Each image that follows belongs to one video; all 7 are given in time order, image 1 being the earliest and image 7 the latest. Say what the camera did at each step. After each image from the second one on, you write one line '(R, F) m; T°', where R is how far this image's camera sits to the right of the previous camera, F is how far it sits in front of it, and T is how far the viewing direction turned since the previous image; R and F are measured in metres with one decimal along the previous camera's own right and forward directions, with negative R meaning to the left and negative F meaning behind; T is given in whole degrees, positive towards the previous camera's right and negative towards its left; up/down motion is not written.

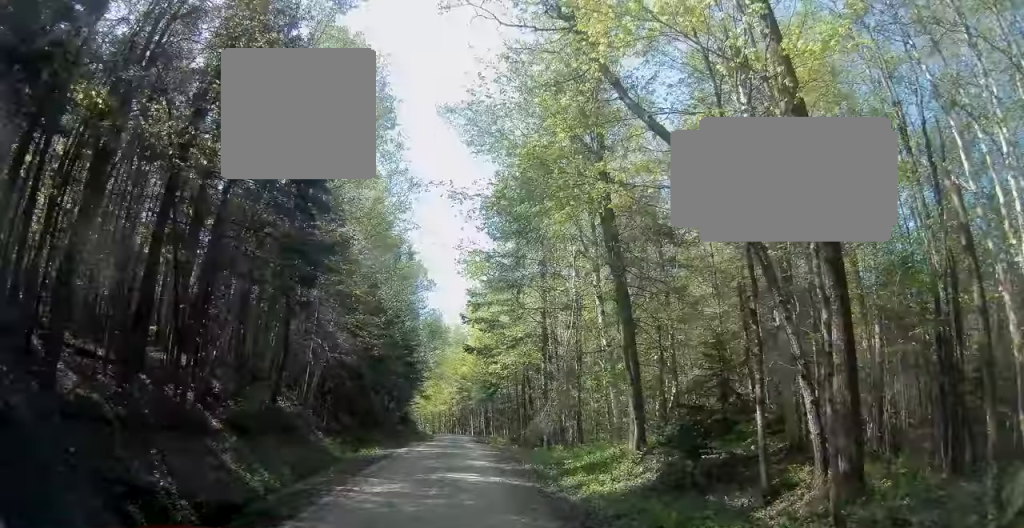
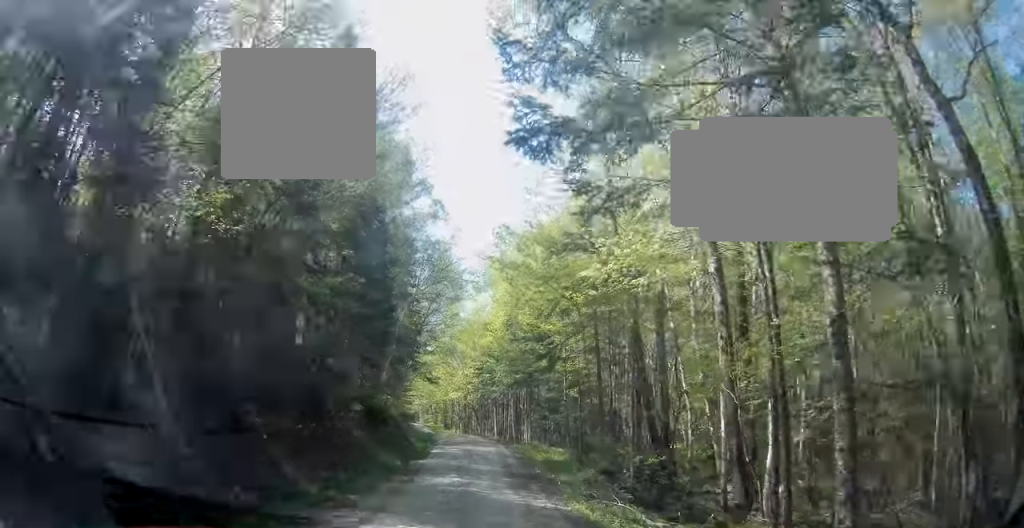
(-0.5, +22.0) m; -1°
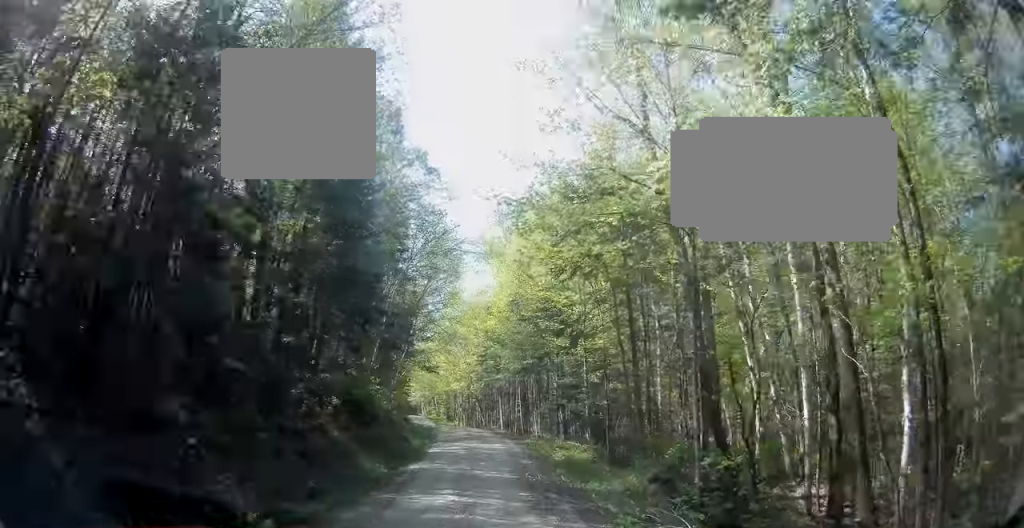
(0.0, +4.3) m; 0°
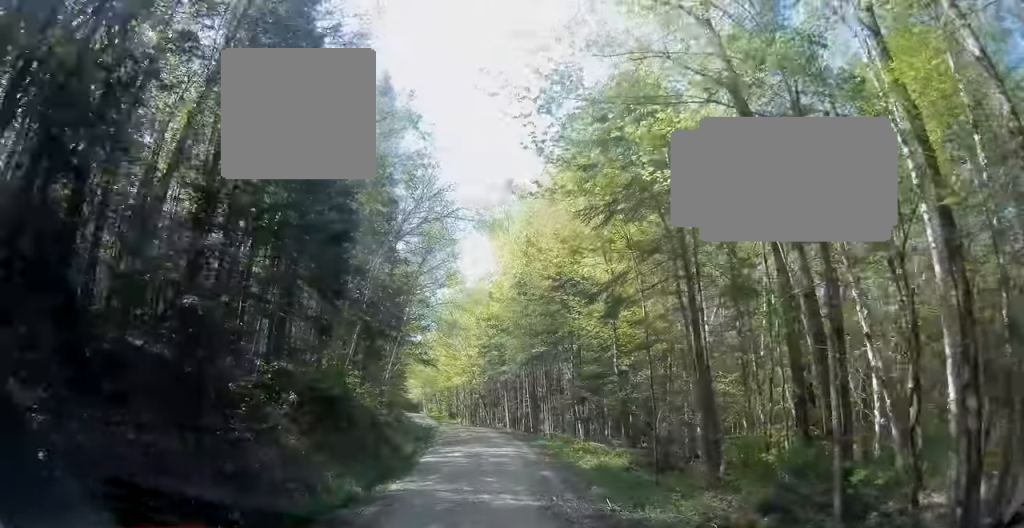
(0.0, +4.6) m; -1°
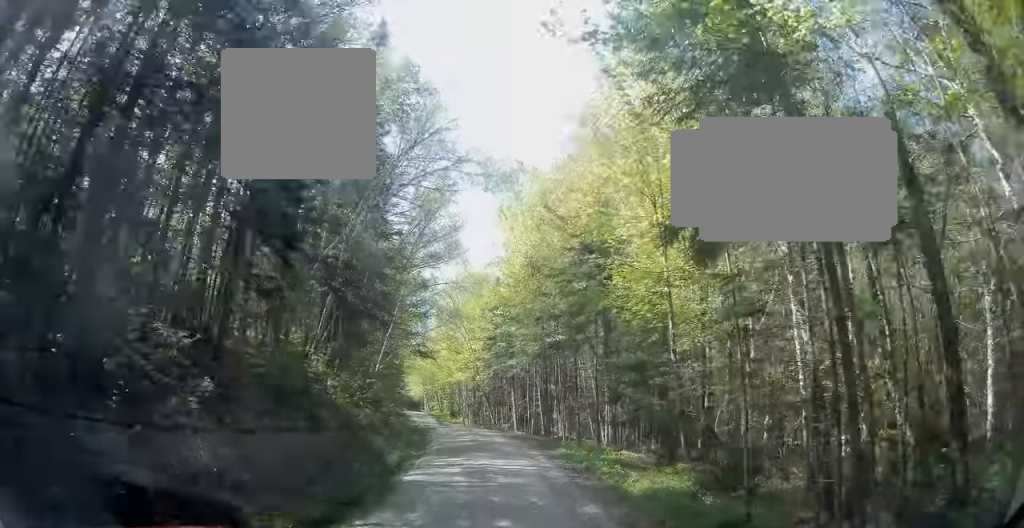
(+0.1, +4.9) m; -1°
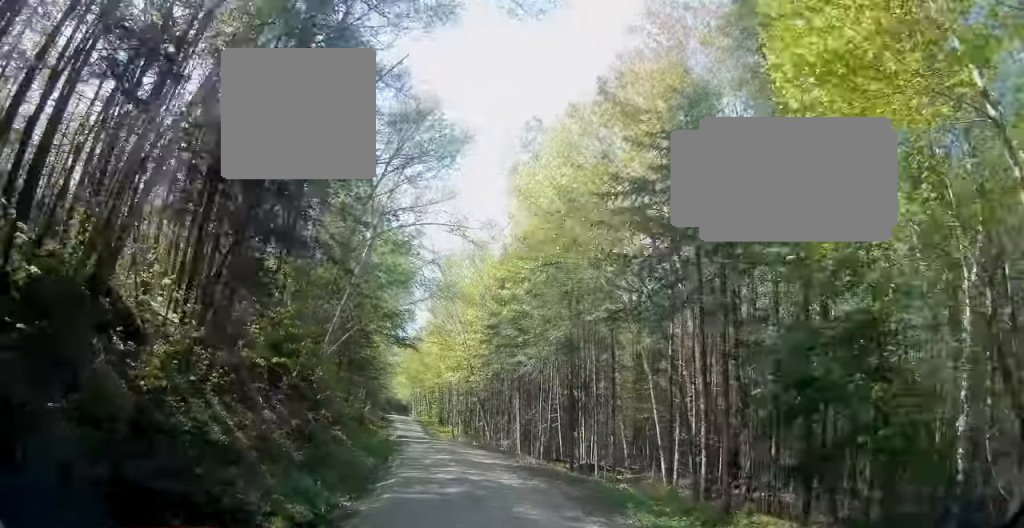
(-0.3, +10.3) m; 0°
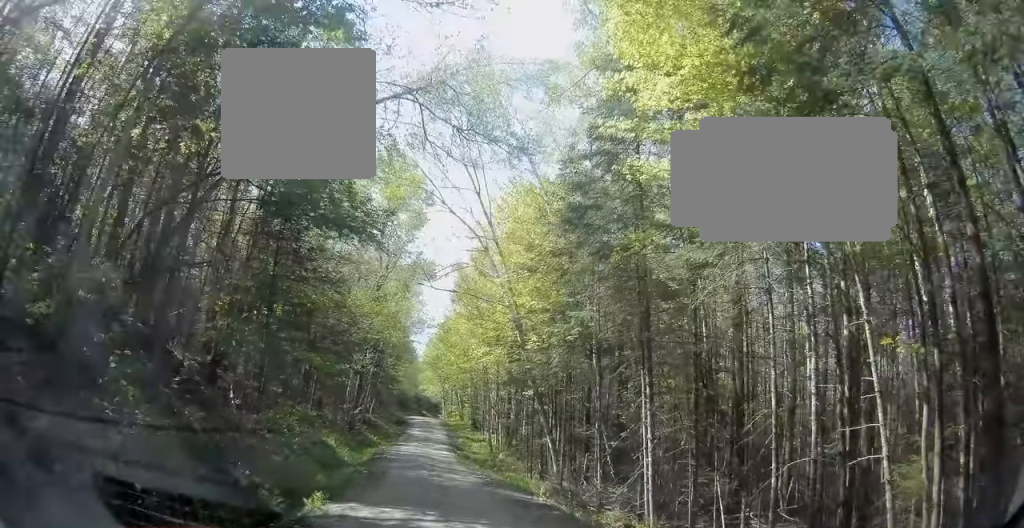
(-0.4, +19.9) m; -4°
